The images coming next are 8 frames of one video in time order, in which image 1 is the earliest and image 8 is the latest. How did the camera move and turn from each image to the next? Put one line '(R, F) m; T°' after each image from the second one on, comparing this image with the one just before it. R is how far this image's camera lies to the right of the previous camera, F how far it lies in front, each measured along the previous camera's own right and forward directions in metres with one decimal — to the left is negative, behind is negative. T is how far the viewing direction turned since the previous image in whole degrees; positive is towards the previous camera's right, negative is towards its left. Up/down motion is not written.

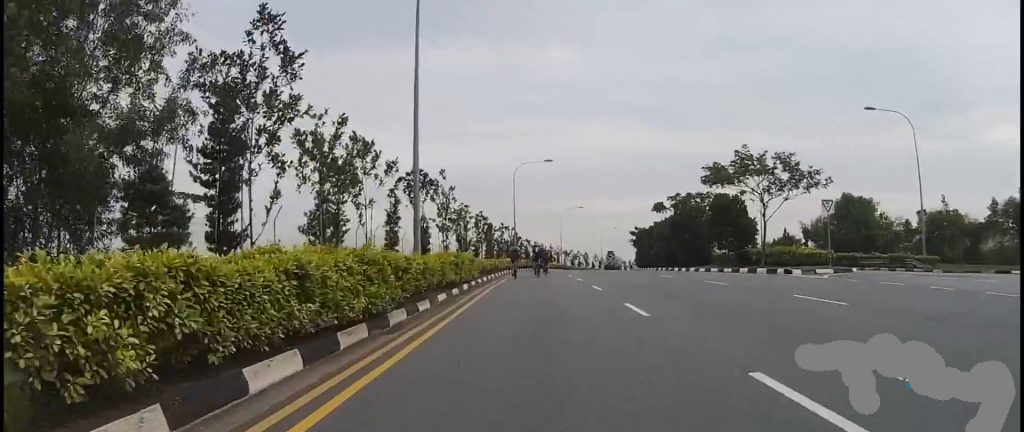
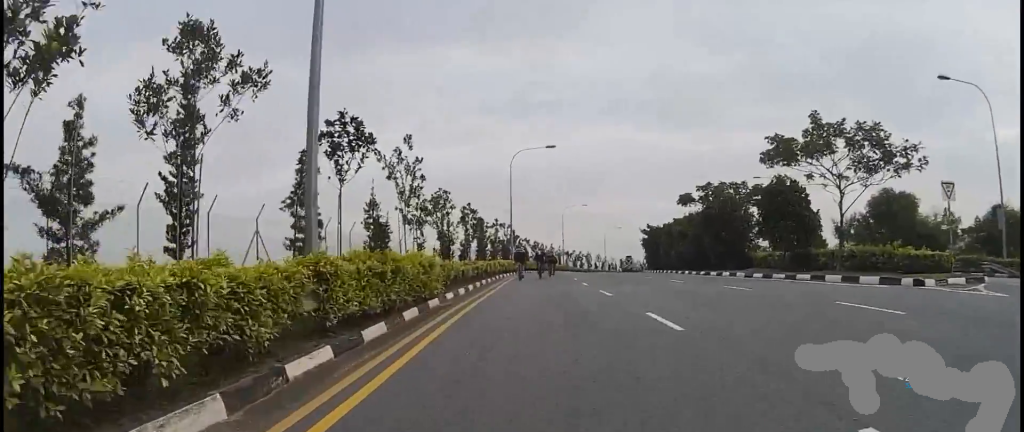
(0.0, +7.5) m; 0°
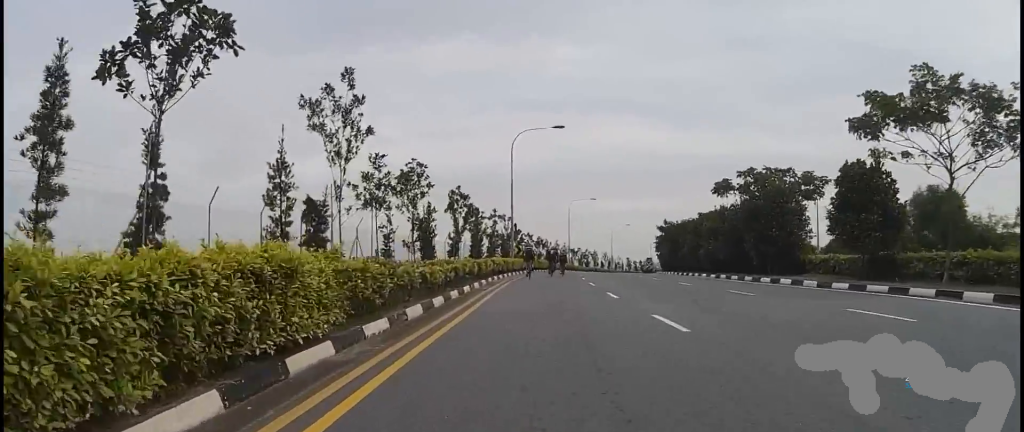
(0.0, +5.9) m; 0°
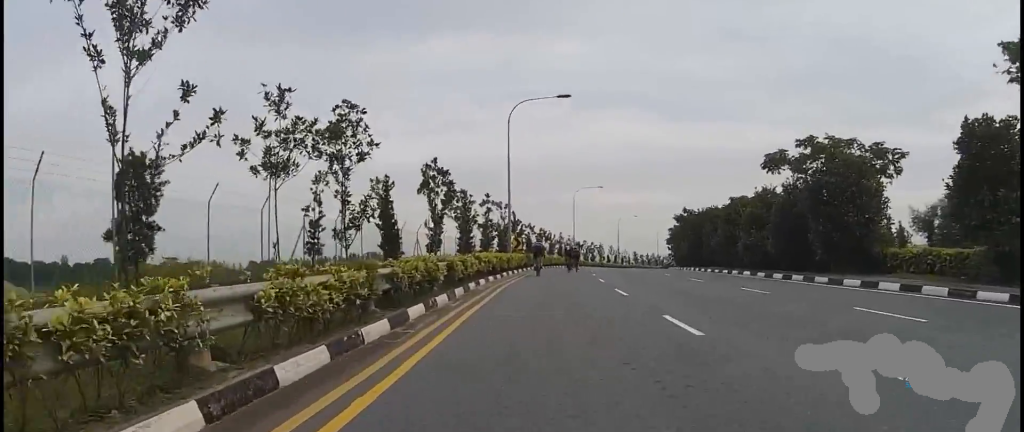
(0.0, +6.3) m; 0°
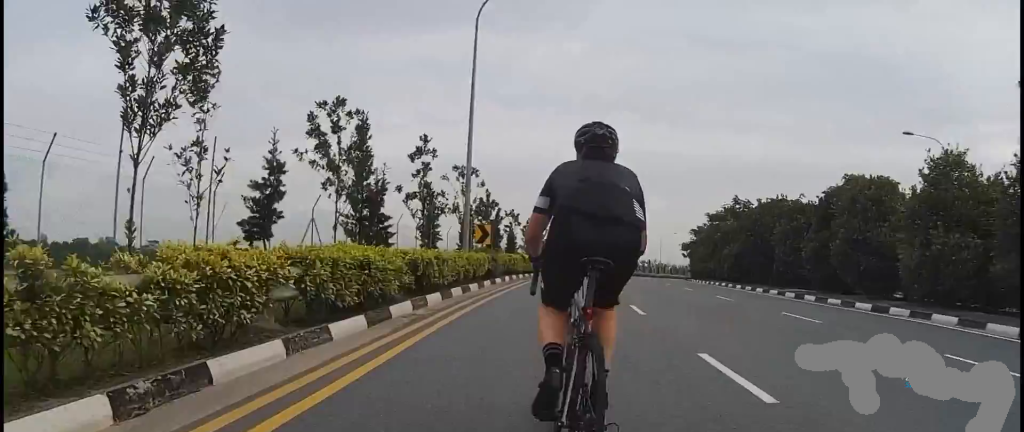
(0.0, +15.1) m; 0°
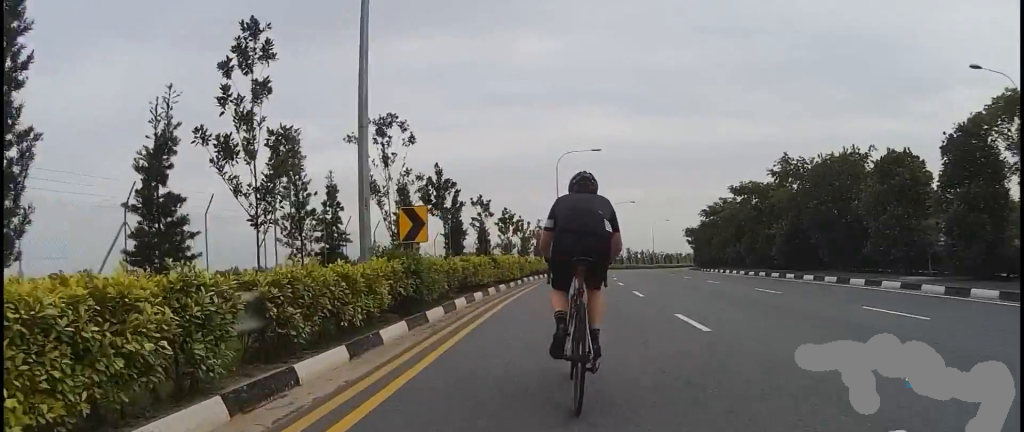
(0.0, +9.4) m; 0°
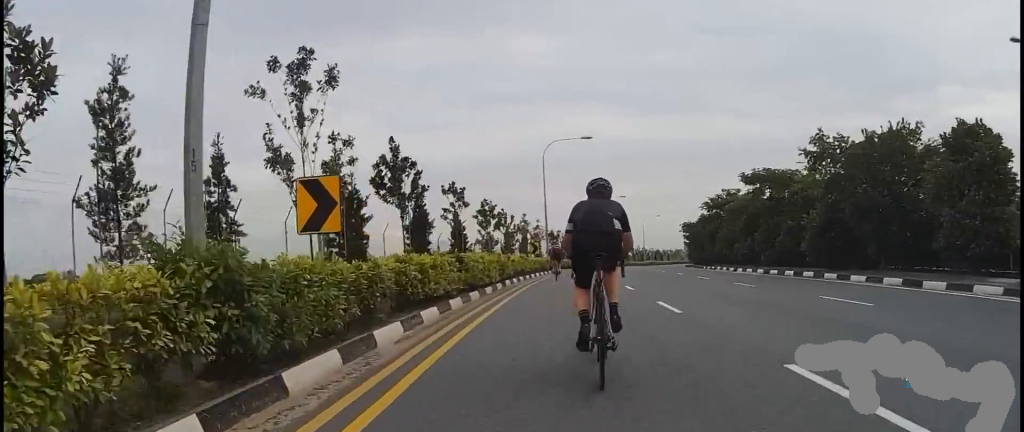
(0.0, +4.5) m; +5°
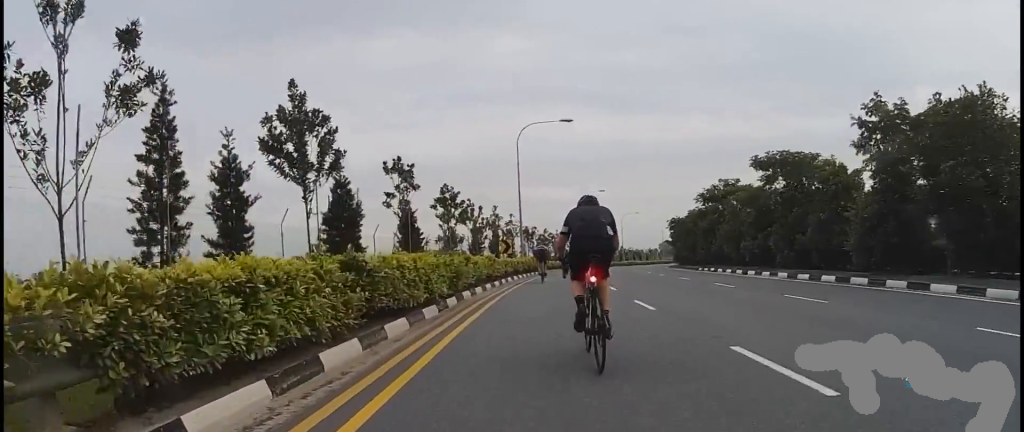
(-0.1, +5.3) m; +7°
